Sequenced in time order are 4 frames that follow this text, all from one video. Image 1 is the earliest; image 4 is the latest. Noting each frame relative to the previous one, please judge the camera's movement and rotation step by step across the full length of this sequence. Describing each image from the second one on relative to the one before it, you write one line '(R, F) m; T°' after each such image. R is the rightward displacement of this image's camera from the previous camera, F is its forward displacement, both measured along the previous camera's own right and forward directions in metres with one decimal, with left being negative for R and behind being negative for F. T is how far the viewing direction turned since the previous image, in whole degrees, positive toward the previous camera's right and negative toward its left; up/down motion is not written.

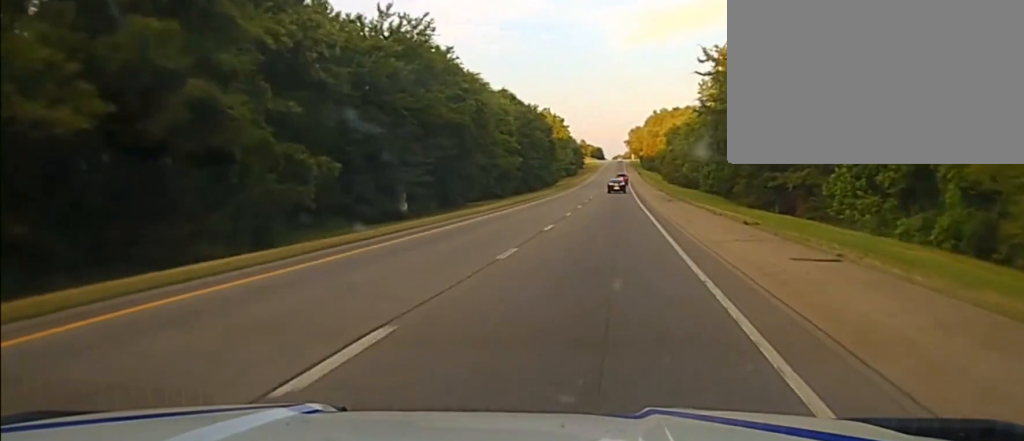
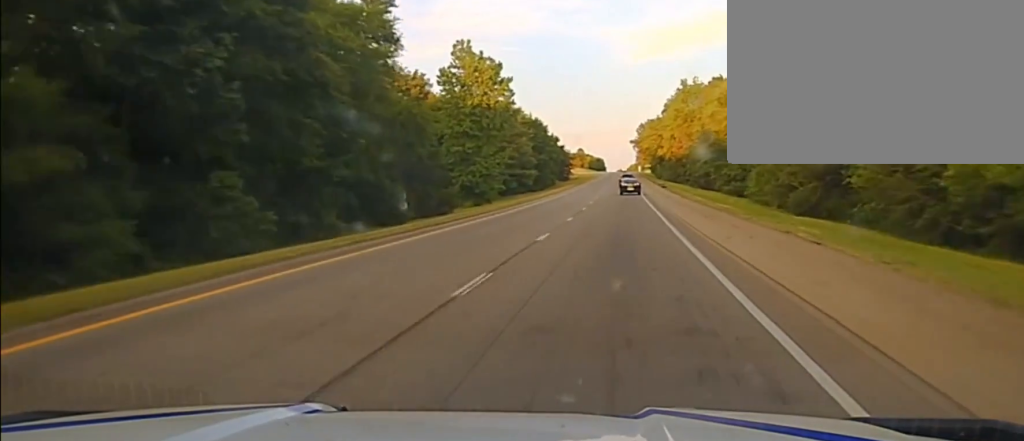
(-0.1, +114.2) m; 0°
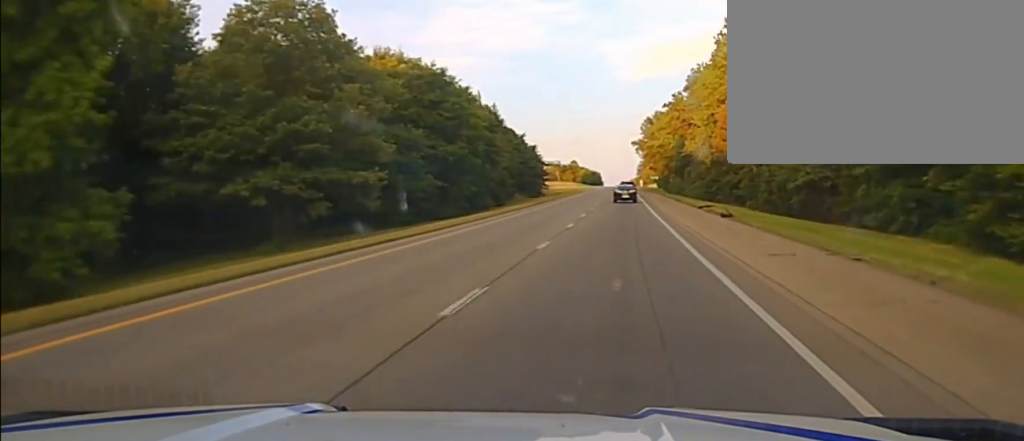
(+0.3, +73.0) m; 0°
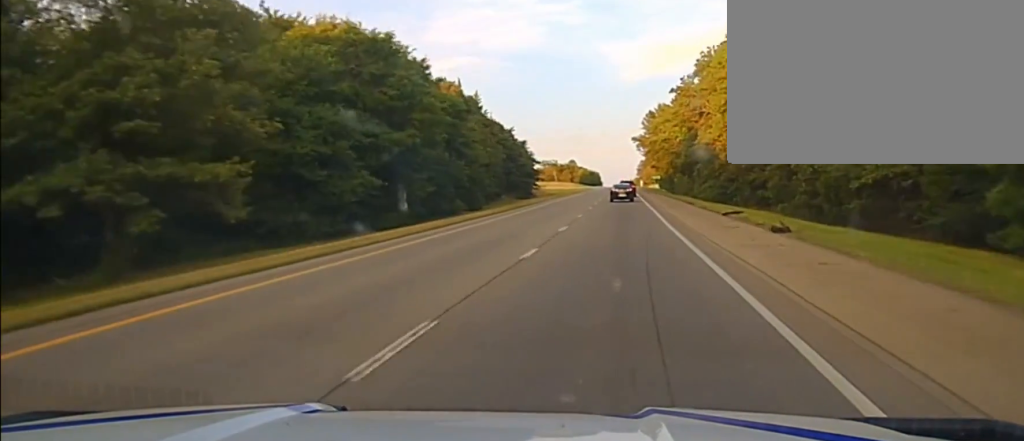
(-0.1, +15.9) m; 0°
